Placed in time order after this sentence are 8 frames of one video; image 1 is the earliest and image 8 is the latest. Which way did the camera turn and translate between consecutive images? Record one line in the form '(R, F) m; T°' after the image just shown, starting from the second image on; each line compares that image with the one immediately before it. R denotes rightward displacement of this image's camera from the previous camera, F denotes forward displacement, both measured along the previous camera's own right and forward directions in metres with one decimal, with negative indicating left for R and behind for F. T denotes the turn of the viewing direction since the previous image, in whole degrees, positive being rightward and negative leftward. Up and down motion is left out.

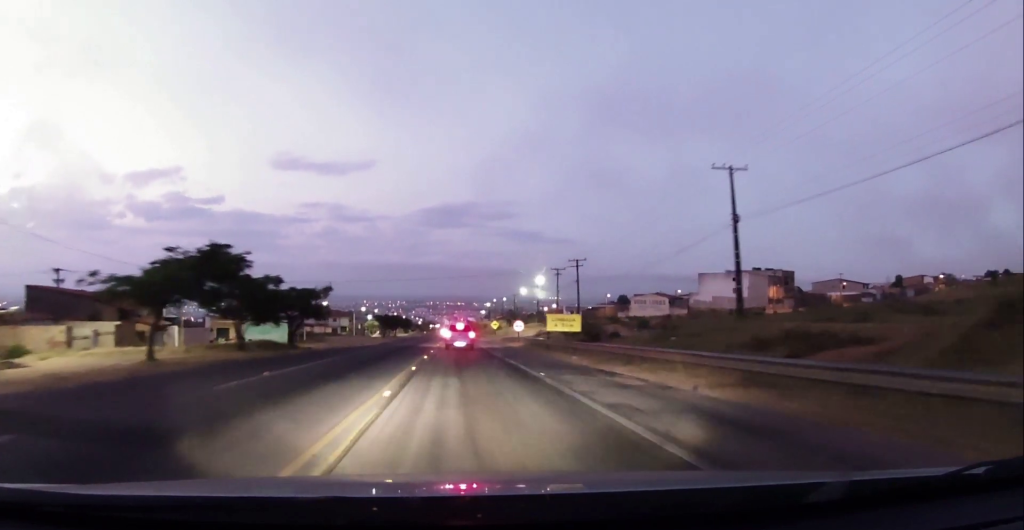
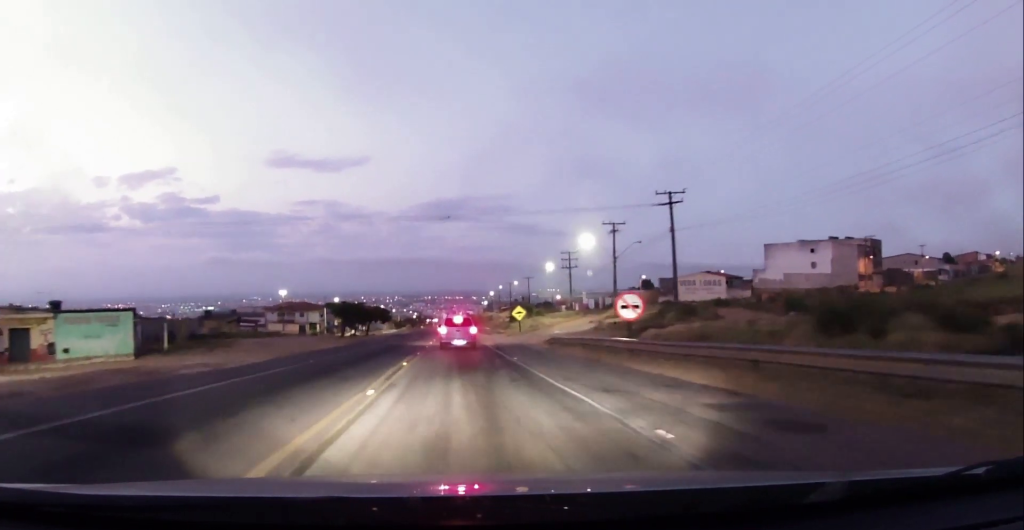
(0.0, +42.5) m; -1°
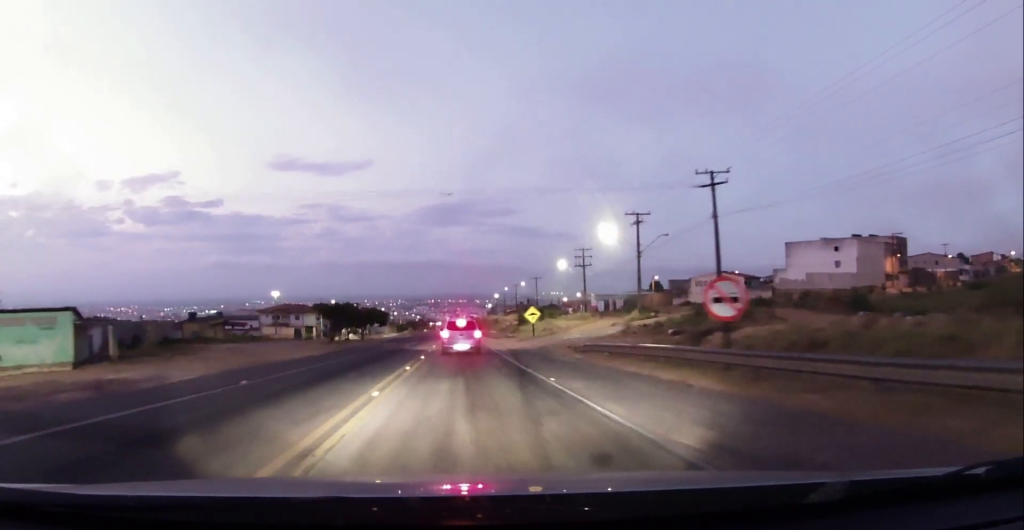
(0.0, +8.2) m; +1°
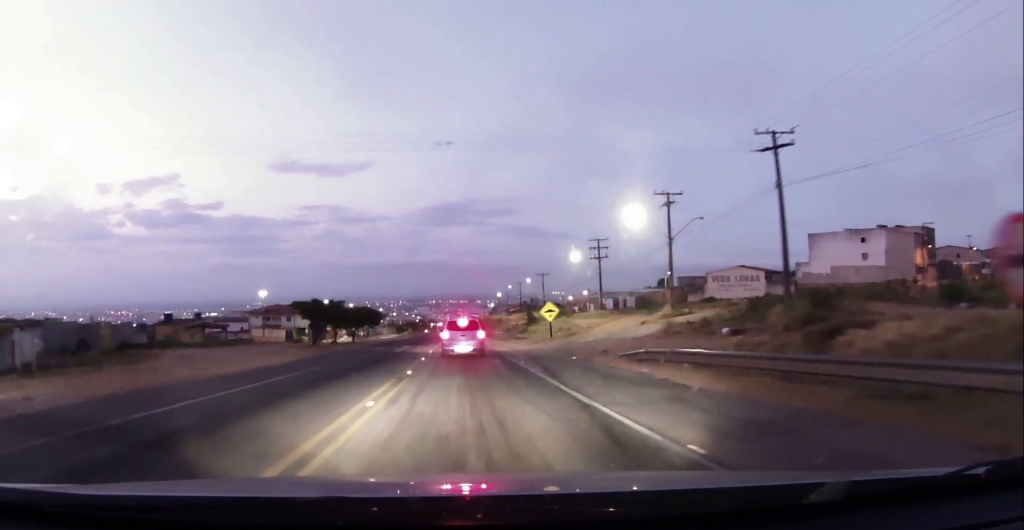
(+0.2, +9.3) m; +1°
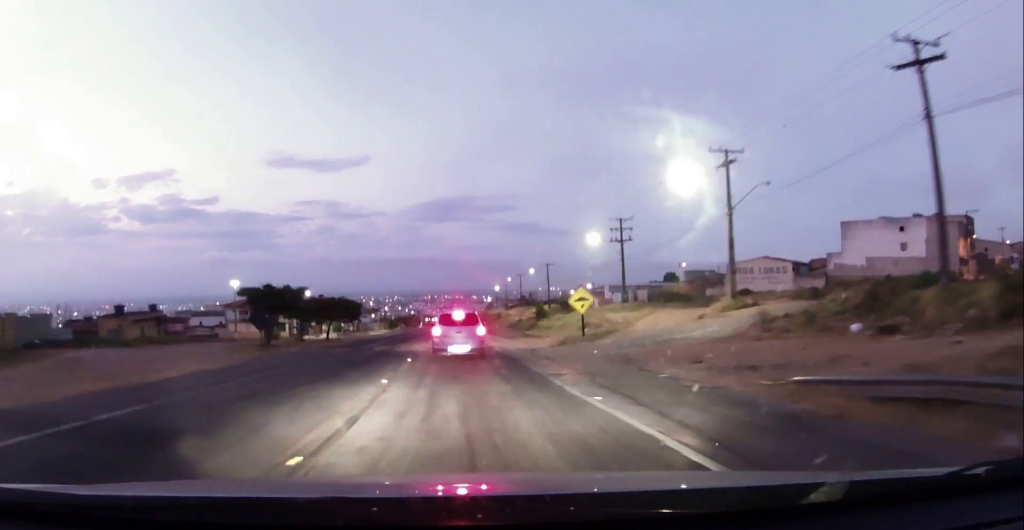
(+0.3, +13.6) m; 0°
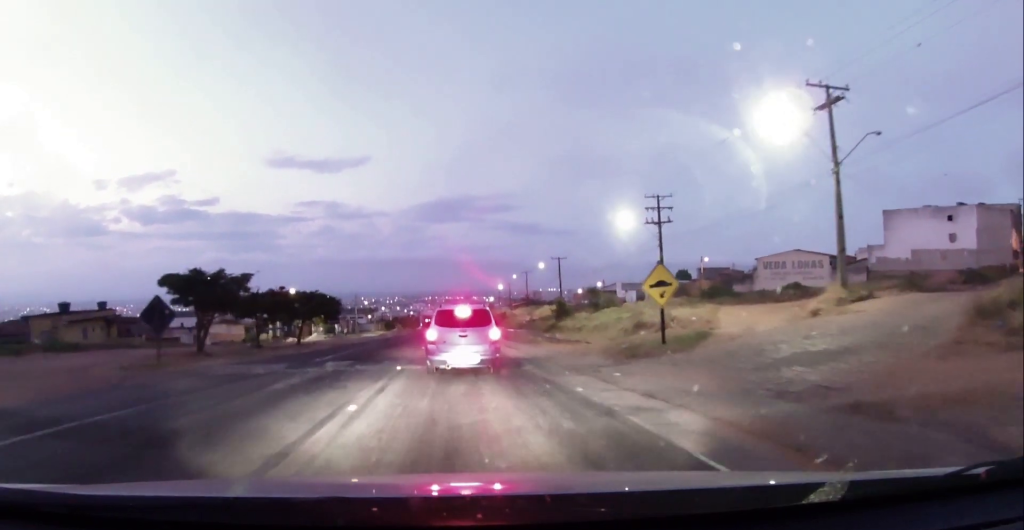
(-0.4, +14.3) m; -1°
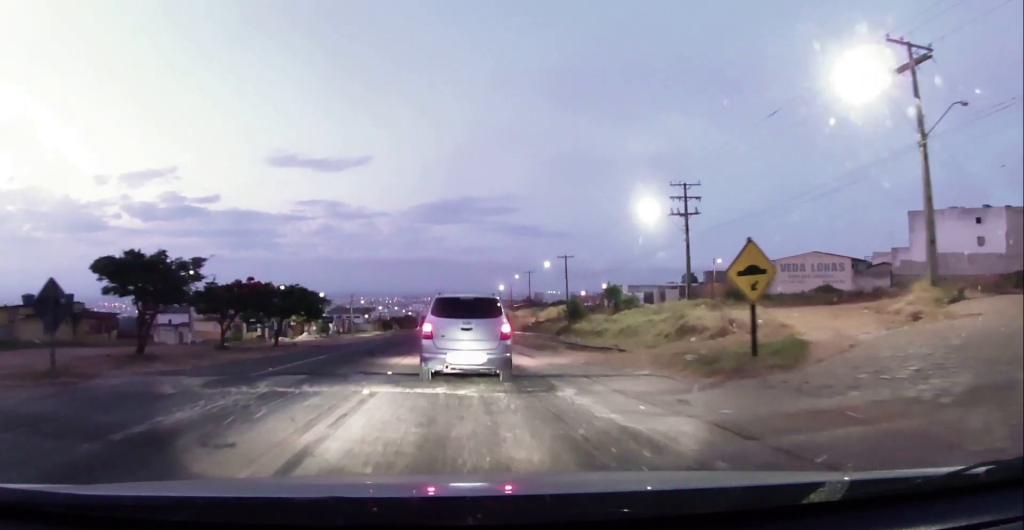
(0.0, +8.0) m; 0°
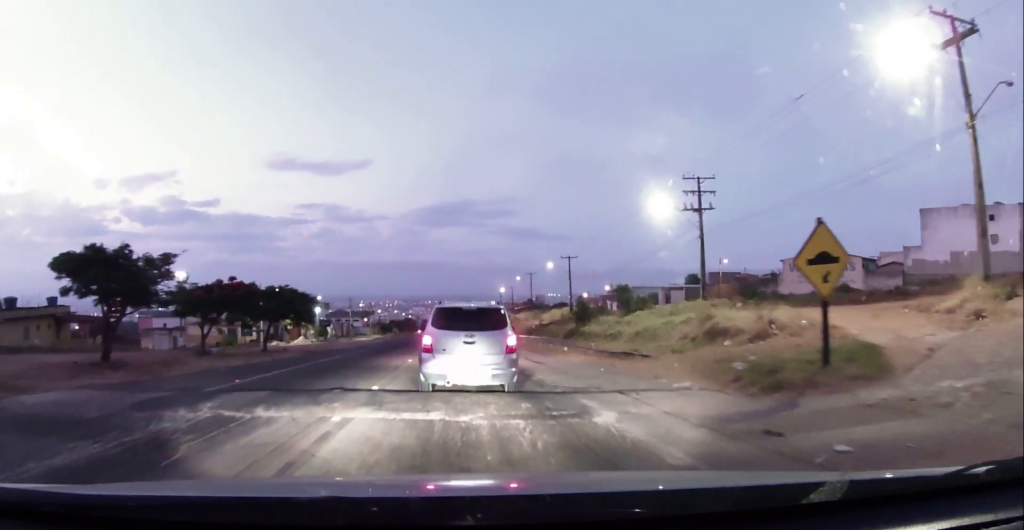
(0.0, +3.8) m; 0°
